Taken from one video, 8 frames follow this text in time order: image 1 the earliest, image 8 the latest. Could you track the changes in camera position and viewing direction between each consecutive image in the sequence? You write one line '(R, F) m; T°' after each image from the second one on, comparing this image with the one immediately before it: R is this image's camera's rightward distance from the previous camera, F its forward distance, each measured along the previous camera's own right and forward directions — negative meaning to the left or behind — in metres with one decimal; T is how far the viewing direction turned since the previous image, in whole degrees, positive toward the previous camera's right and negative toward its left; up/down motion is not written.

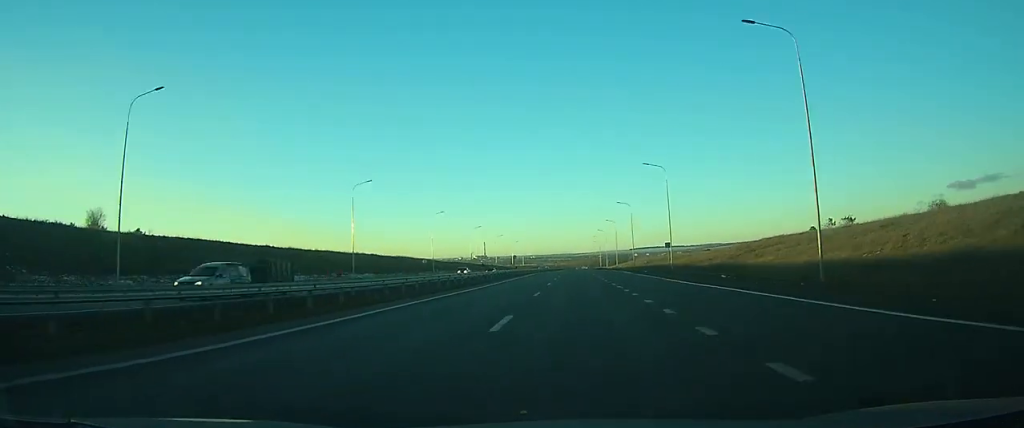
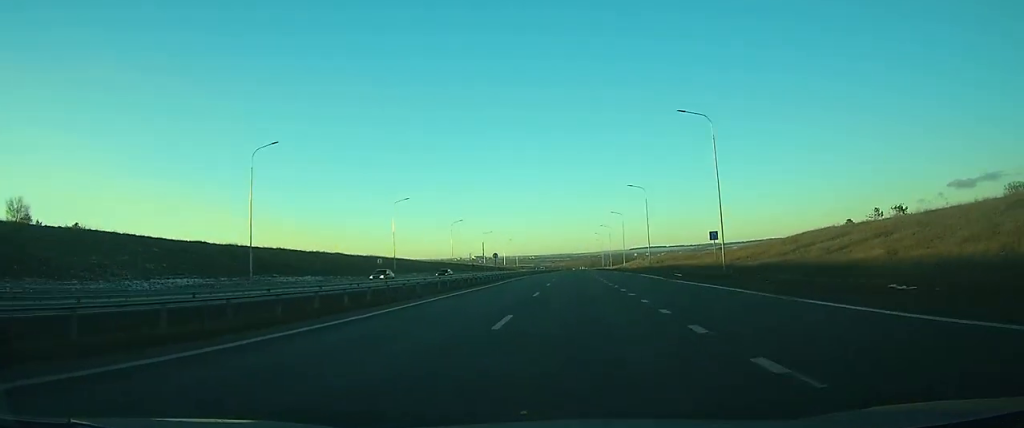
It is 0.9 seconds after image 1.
(0.0, +23.2) m; 0°
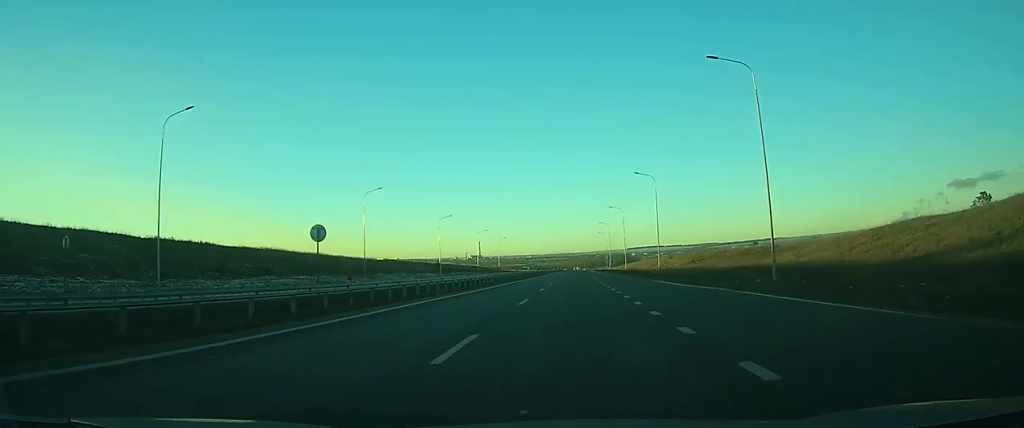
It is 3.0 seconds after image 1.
(0.0, +49.8) m; 0°
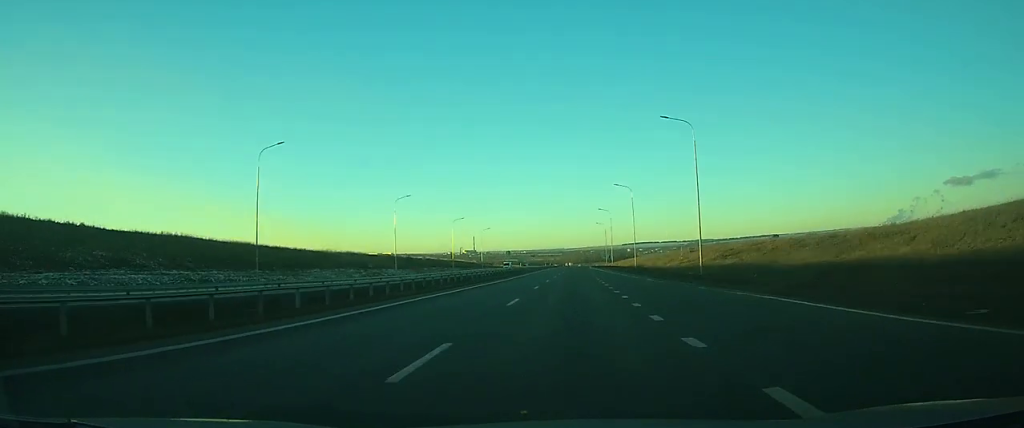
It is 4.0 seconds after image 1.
(+0.1, +24.0) m; 0°
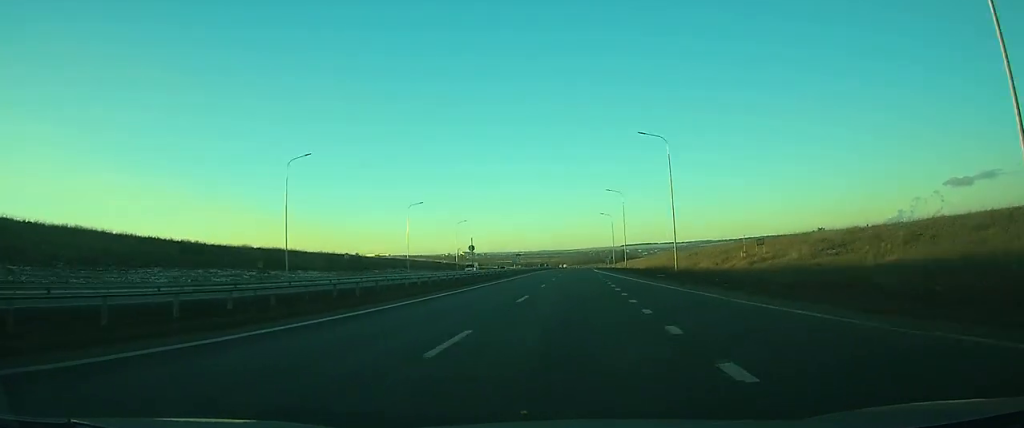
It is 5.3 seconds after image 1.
(+0.1, +33.3) m; 0°
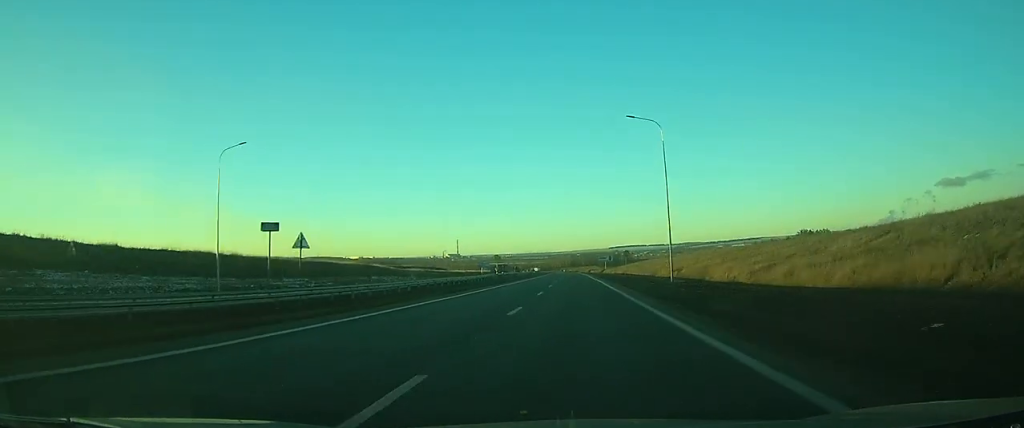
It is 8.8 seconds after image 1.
(+0.7, +91.0) m; +1°
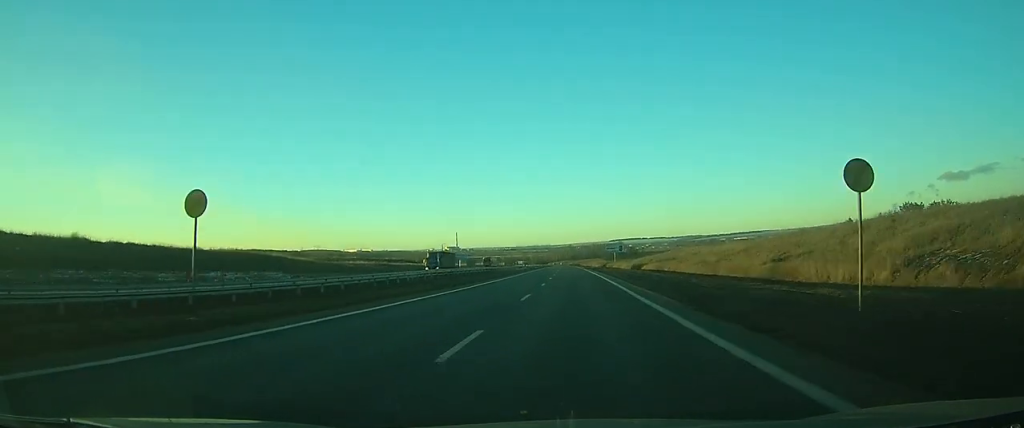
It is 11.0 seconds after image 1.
(+0.1, +55.7) m; 0°
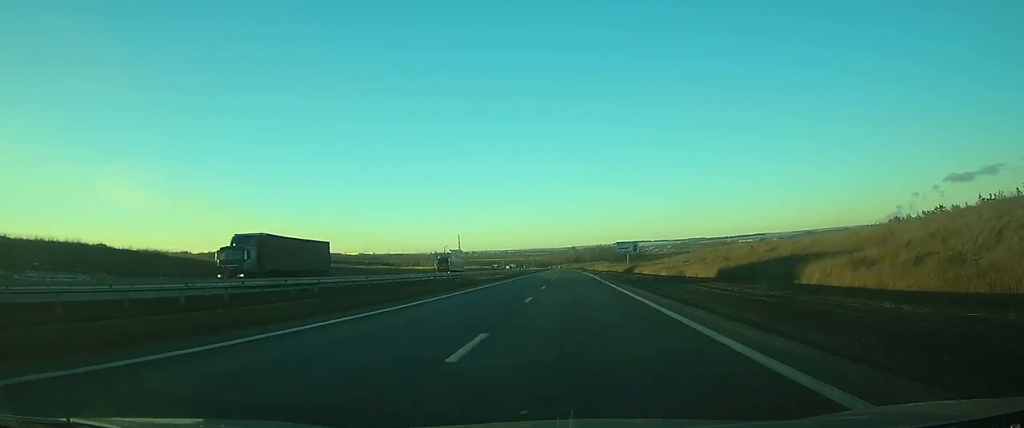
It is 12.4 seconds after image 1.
(0.0, +34.2) m; 0°
